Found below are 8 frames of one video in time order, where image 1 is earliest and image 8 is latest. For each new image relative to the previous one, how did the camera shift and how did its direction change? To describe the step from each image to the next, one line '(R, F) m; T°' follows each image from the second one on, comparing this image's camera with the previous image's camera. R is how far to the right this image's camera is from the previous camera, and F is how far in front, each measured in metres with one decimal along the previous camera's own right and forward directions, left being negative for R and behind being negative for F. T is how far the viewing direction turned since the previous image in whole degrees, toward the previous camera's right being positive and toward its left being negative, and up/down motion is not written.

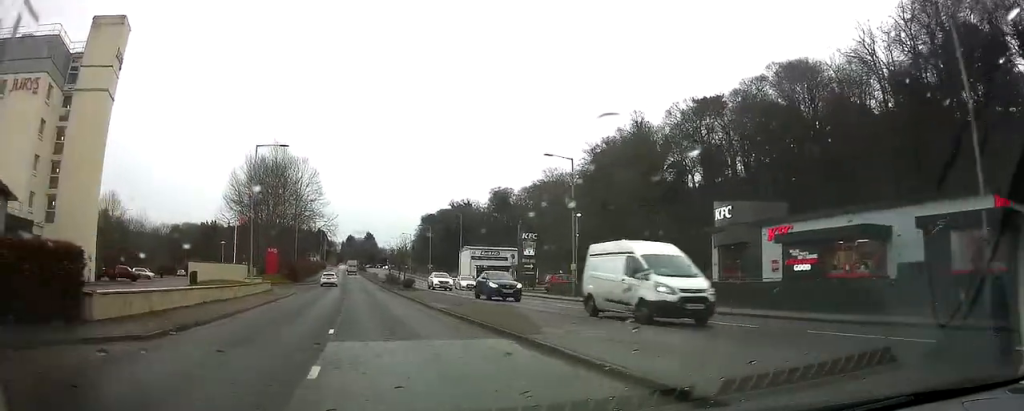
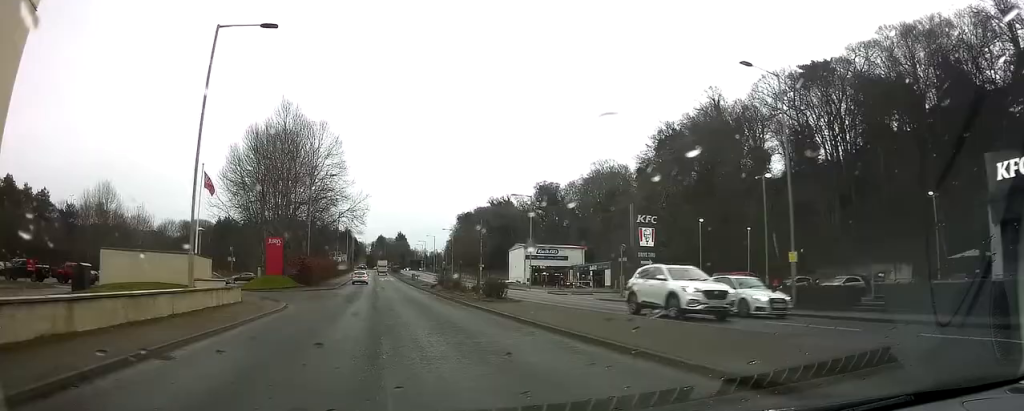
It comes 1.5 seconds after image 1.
(-0.6, +20.1) m; -3°
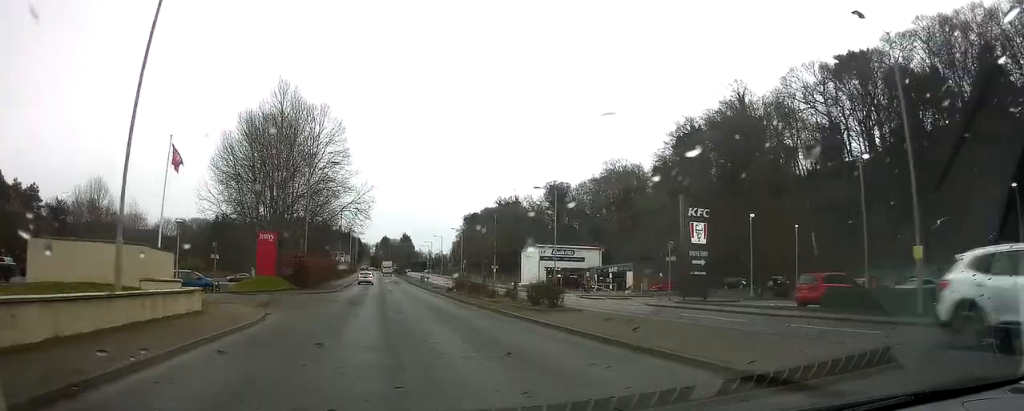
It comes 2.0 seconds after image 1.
(0.0, +6.6) m; 0°
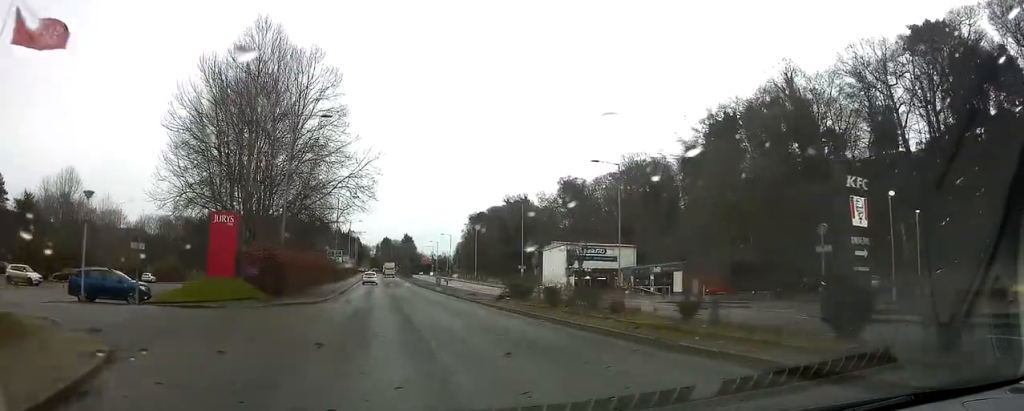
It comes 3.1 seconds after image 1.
(0.0, +14.2) m; 0°
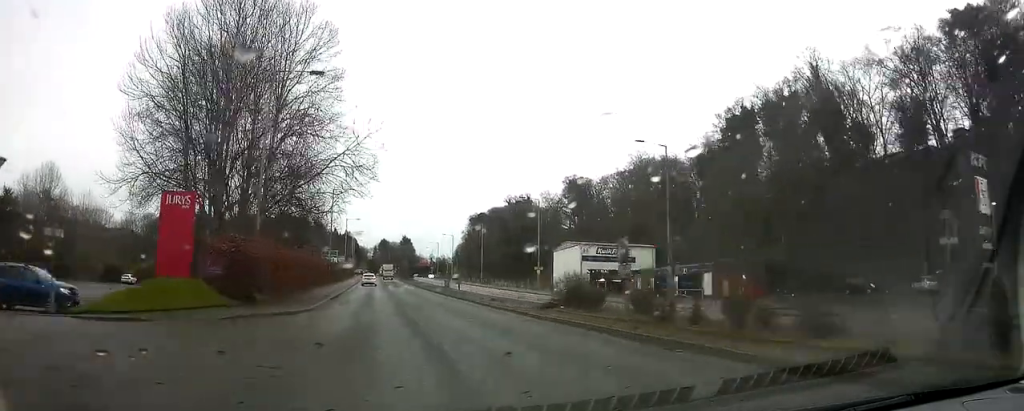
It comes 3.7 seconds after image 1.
(0.0, +7.5) m; +1°
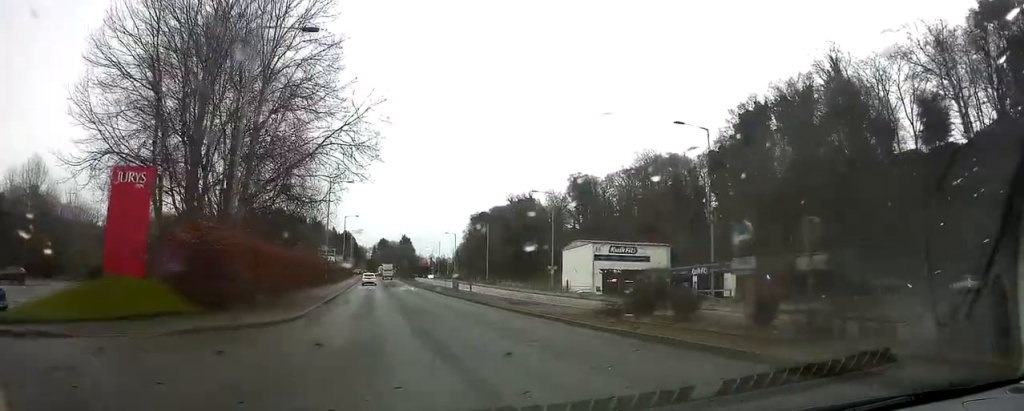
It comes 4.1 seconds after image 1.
(0.0, +4.9) m; +1°
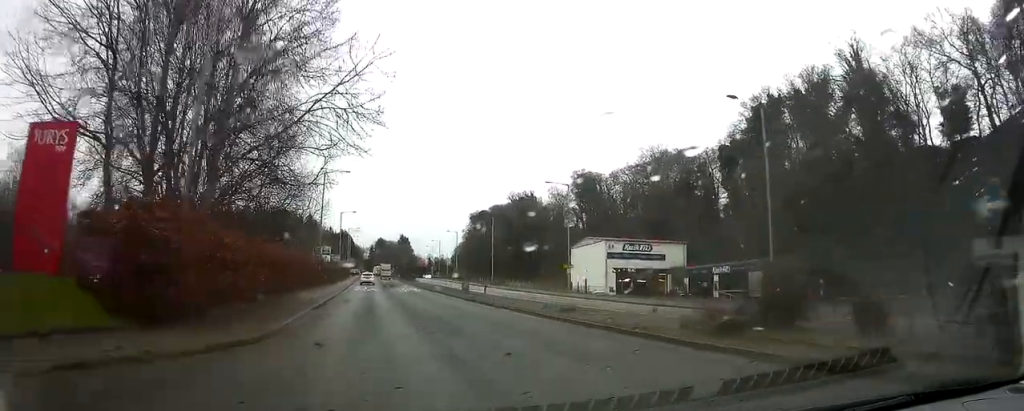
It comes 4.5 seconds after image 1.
(-0.1, +5.3) m; +1°
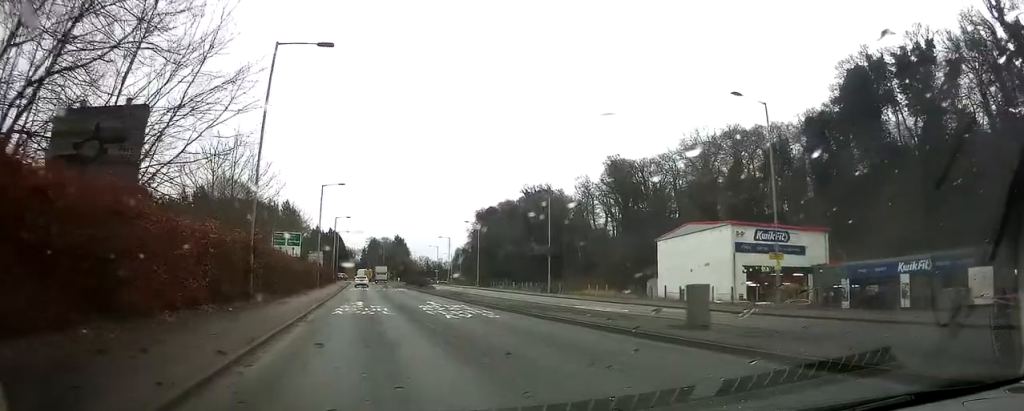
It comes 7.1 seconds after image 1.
(-0.1, +28.9) m; -2°
